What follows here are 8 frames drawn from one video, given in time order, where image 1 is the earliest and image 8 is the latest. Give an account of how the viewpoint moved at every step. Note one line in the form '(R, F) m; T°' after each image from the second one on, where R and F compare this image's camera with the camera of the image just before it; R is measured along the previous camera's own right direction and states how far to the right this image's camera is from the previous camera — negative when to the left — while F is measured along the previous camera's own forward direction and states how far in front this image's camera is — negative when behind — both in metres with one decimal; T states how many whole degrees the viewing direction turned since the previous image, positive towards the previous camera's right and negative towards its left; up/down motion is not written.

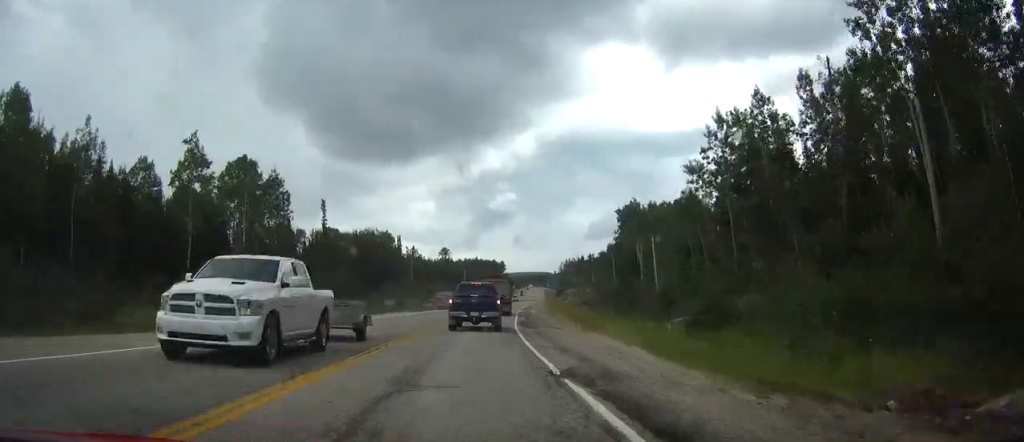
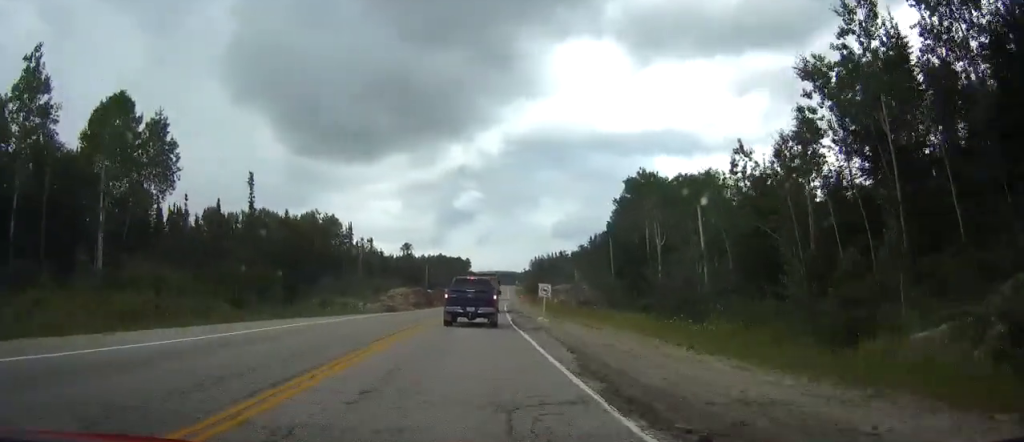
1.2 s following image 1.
(+0.6, +27.2) m; +2°
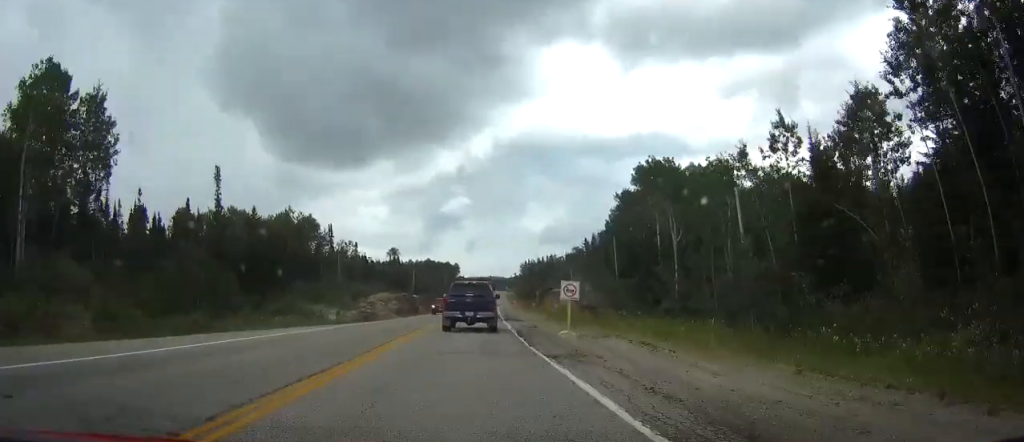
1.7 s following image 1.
(+0.1, +10.5) m; +1°
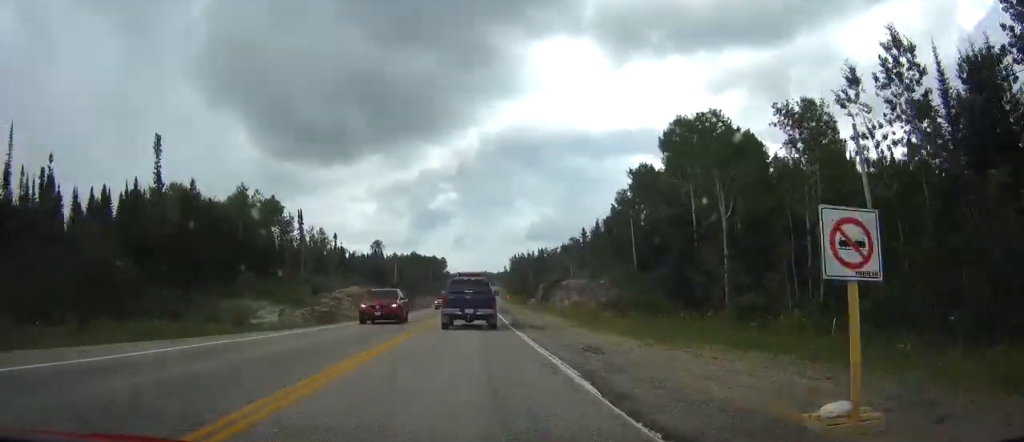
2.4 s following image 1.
(+0.3, +17.2) m; +1°
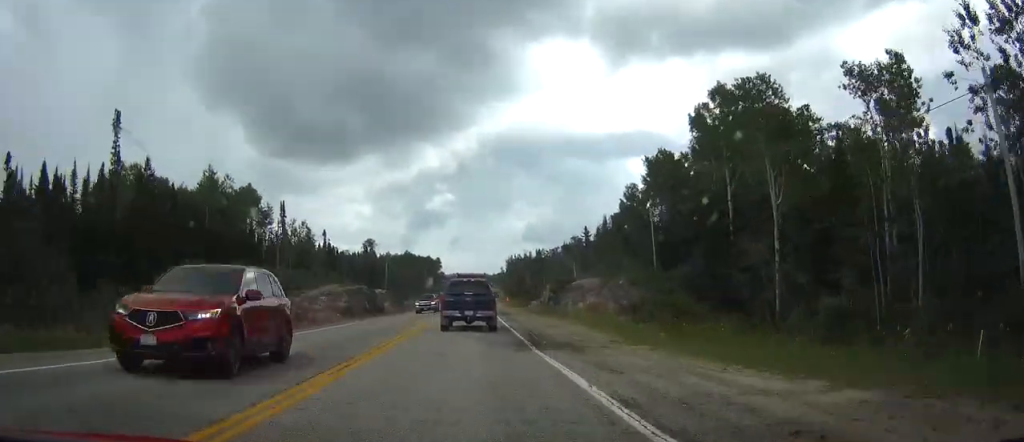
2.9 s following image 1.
(+0.1, +10.3) m; 0°
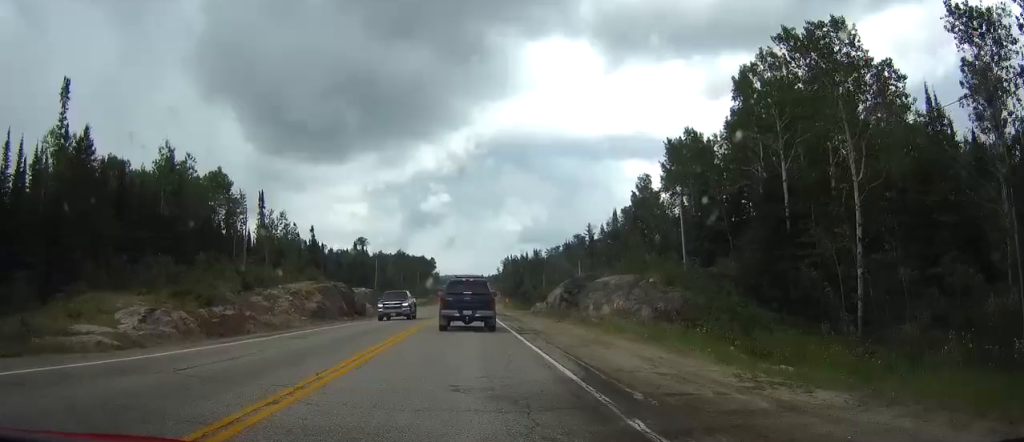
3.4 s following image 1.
(+0.1, +11.1) m; 0°
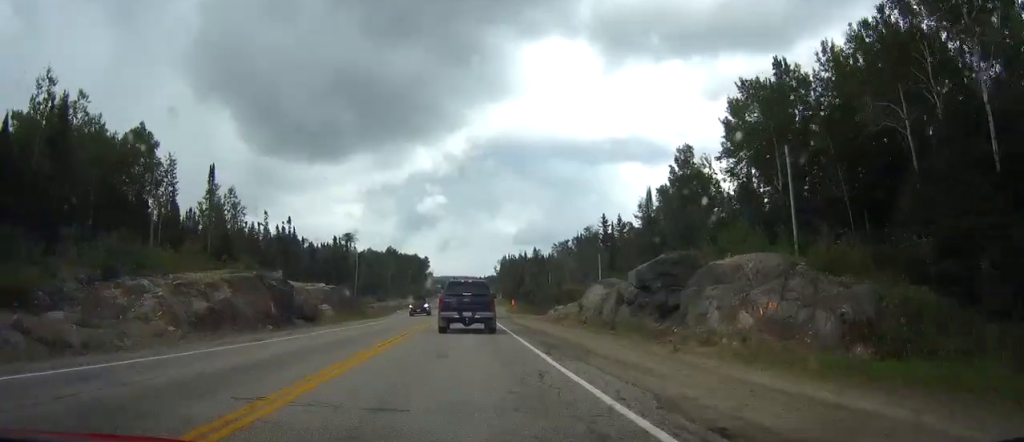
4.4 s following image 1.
(-0.1, +21.9) m; 0°
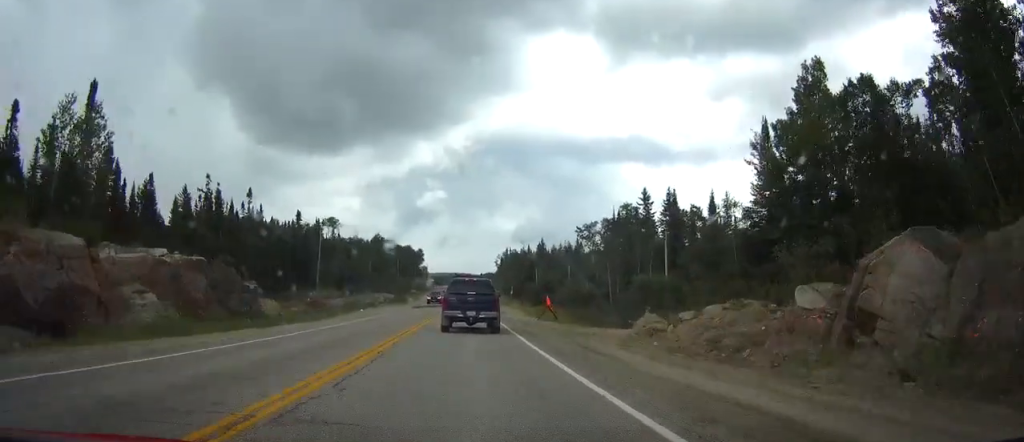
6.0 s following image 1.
(+0.3, +33.8) m; +1°
